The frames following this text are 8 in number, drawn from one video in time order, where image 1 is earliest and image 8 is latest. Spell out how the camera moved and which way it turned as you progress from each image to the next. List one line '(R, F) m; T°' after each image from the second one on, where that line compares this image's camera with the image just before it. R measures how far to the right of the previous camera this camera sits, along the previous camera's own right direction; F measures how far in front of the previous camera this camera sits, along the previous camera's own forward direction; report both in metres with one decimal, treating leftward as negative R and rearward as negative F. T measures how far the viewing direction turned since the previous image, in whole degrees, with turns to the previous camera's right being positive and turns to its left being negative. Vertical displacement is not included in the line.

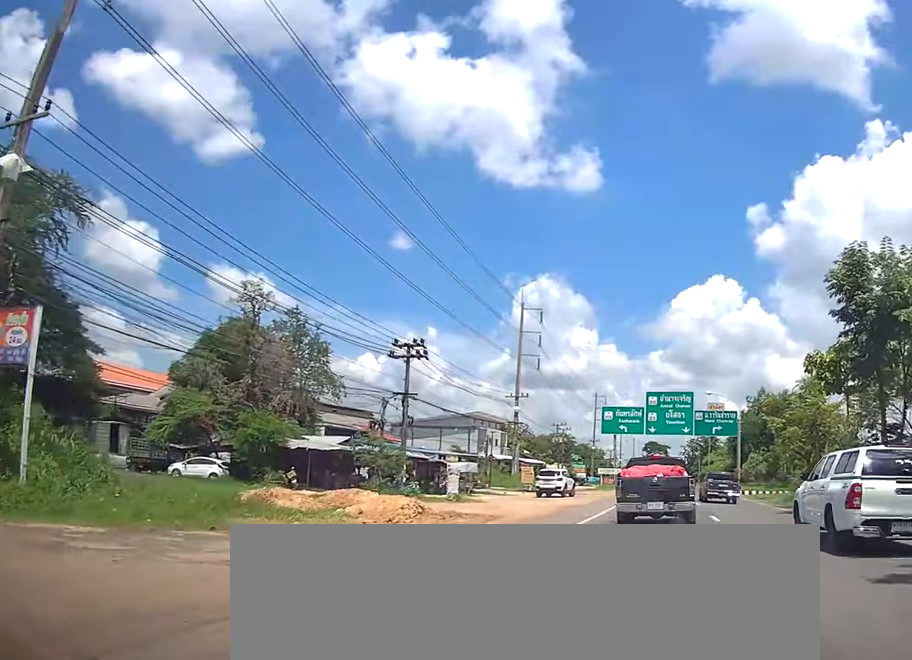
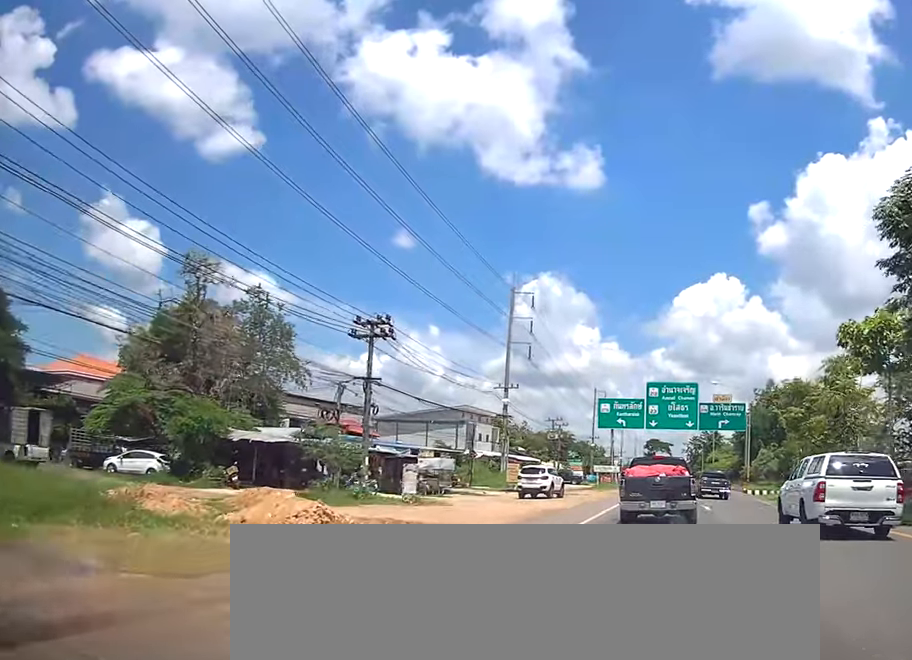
(-0.1, +6.2) m; 0°
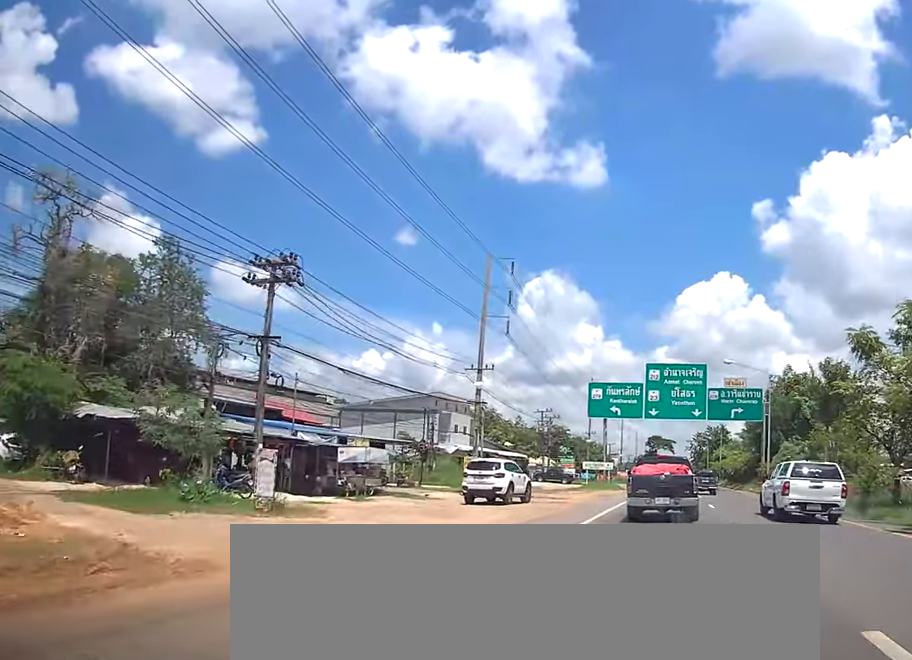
(-0.1, +11.0) m; -1°
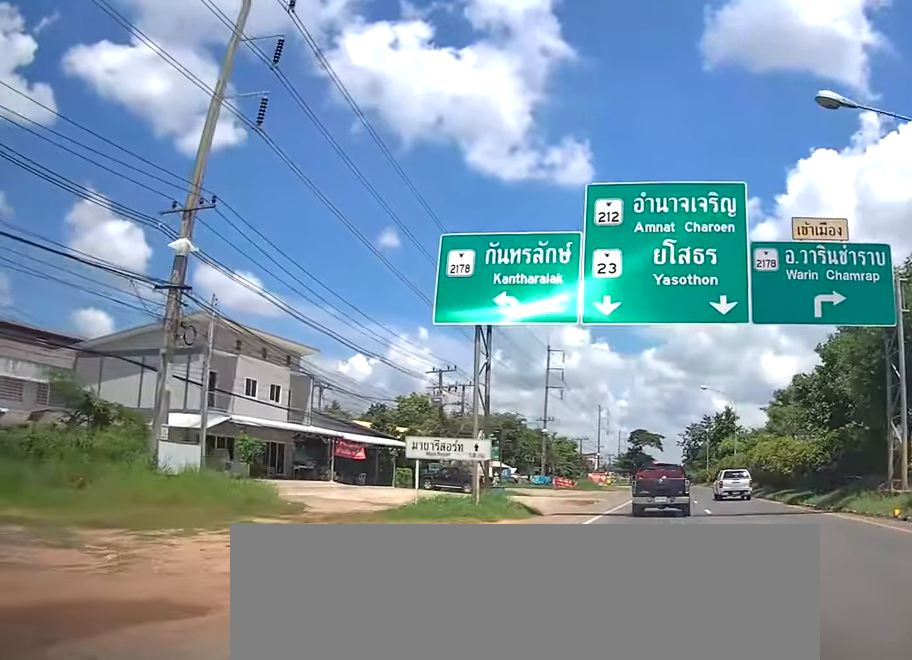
(0.0, +36.5) m; +1°
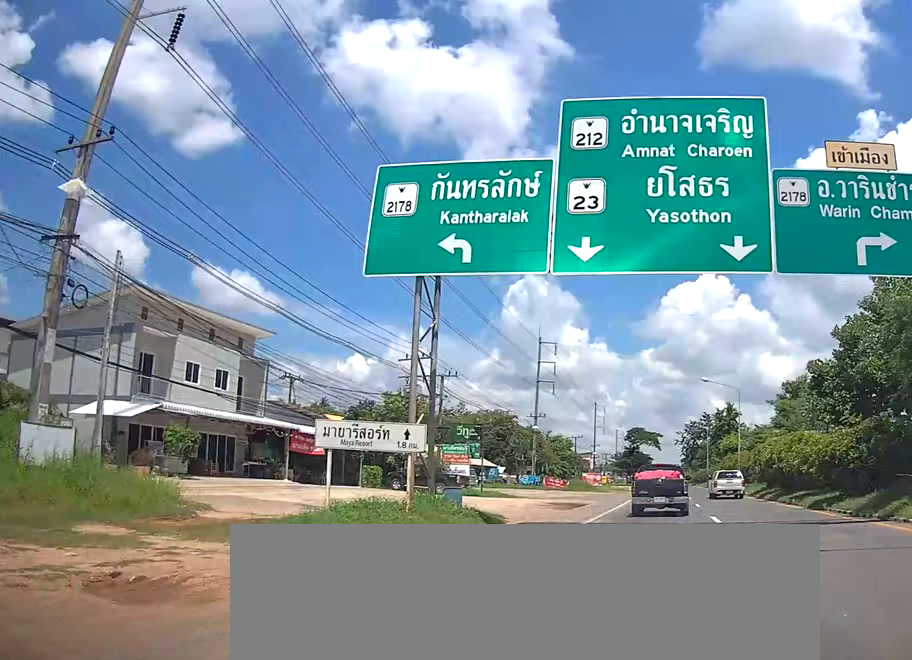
(0.0, +5.3) m; 0°
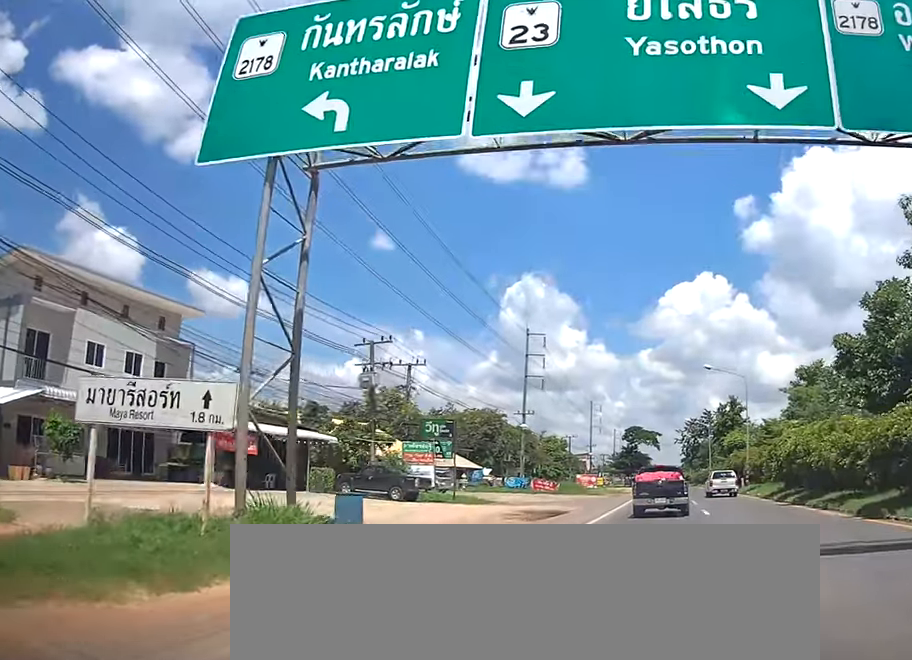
(0.0, +7.0) m; 0°
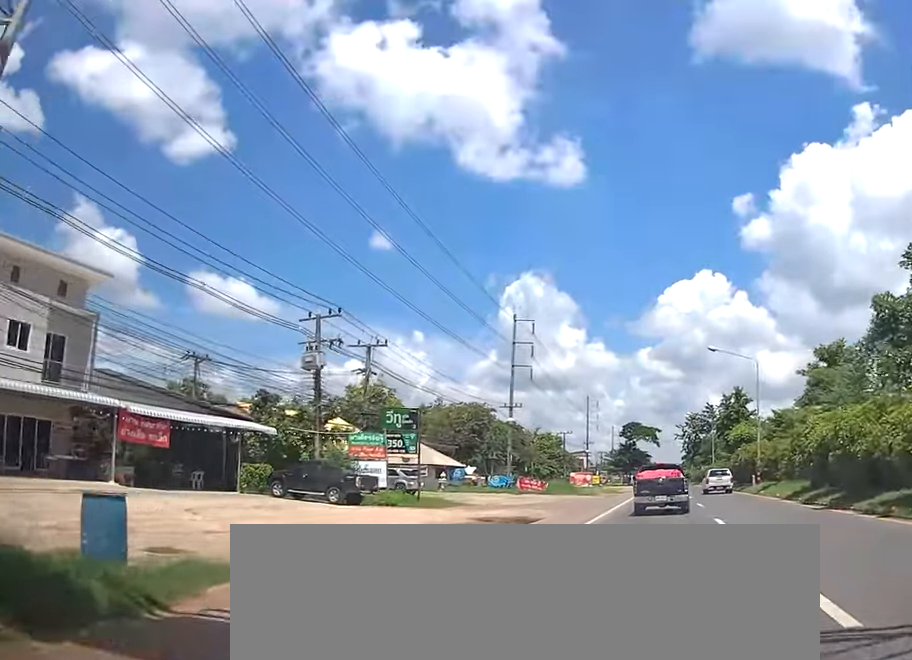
(0.0, +6.8) m; 0°
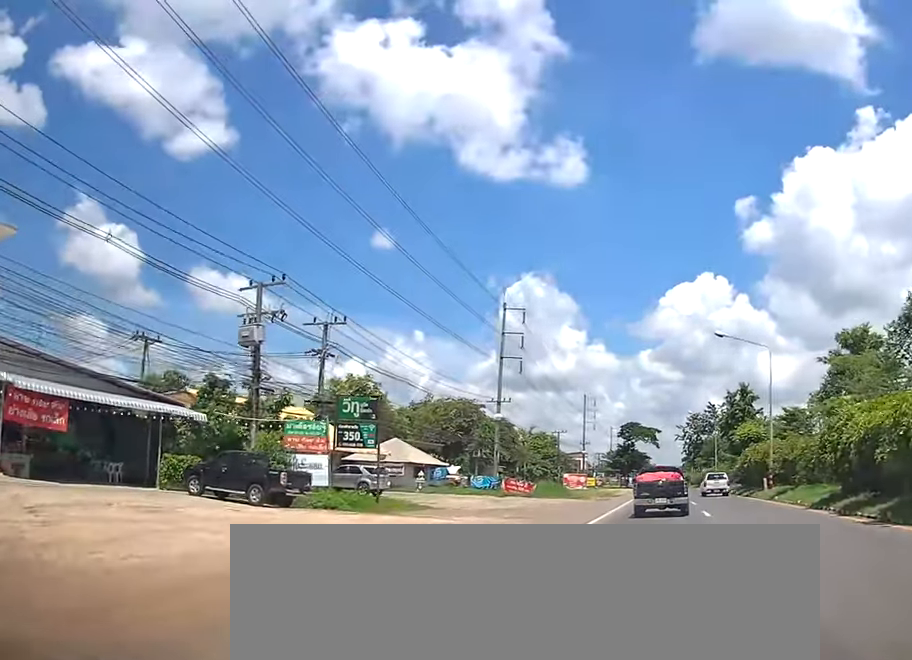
(0.0, +5.7) m; 0°
